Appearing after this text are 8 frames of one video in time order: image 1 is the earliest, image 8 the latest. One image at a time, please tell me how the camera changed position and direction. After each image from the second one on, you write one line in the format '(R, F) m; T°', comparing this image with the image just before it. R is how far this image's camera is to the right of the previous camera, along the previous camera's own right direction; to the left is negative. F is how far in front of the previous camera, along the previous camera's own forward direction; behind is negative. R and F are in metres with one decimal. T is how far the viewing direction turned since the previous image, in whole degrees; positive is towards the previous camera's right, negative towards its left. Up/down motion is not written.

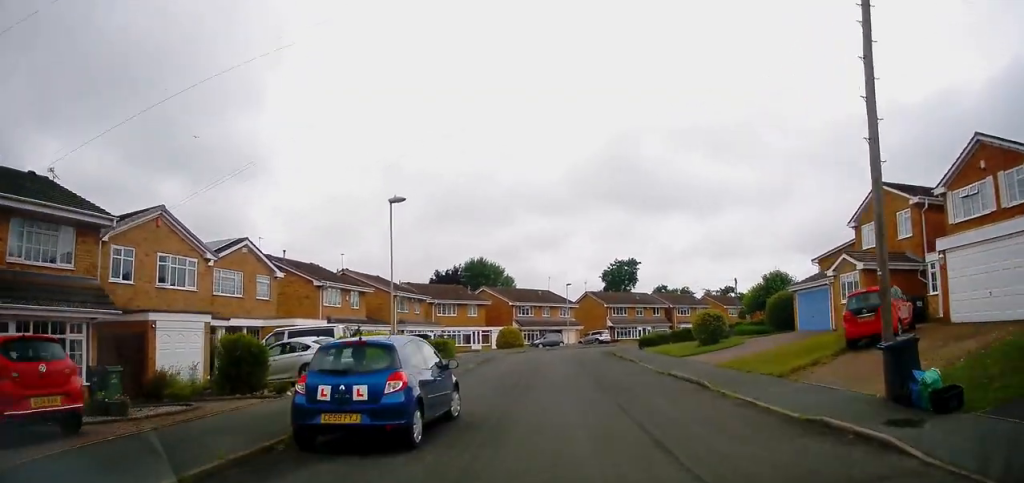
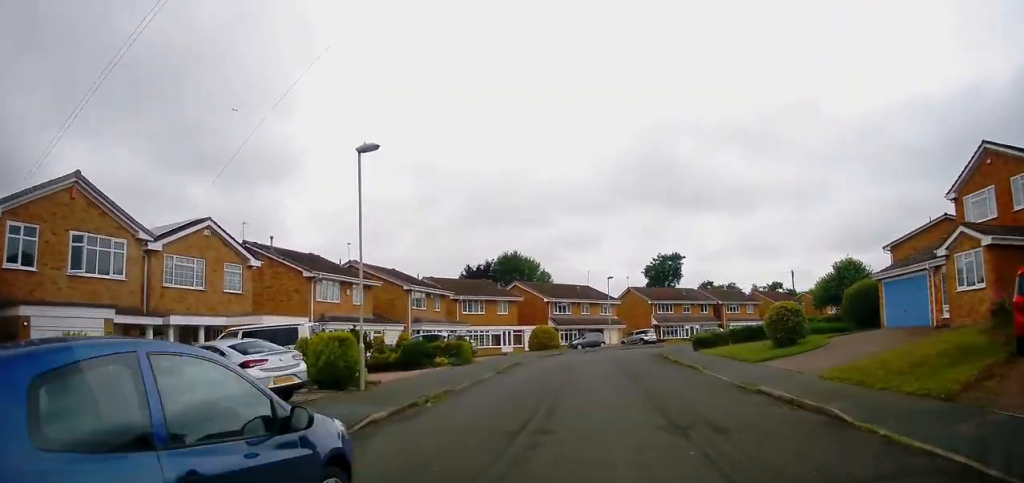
(0.0, +6.4) m; -3°
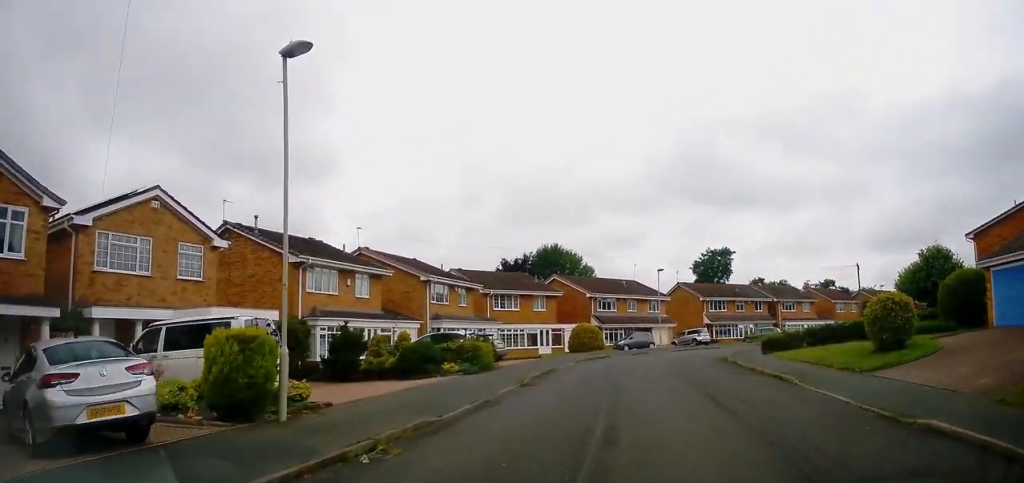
(-0.2, +5.9) m; 0°
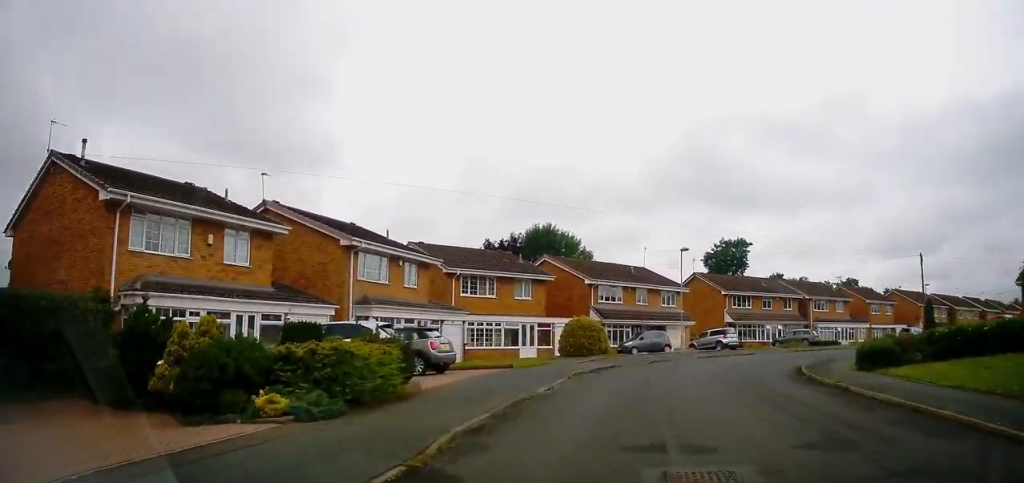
(+0.1, +11.1) m; +1°
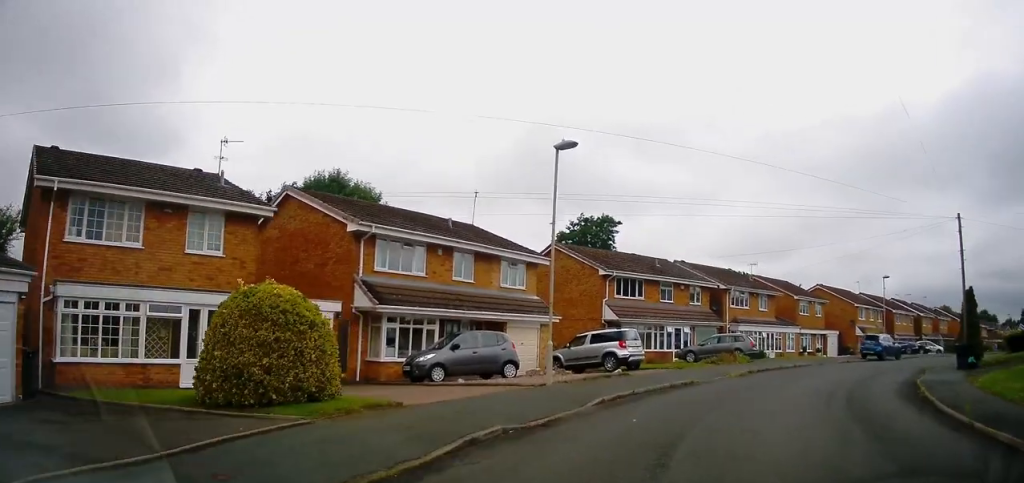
(+1.0, +20.4) m; +13°
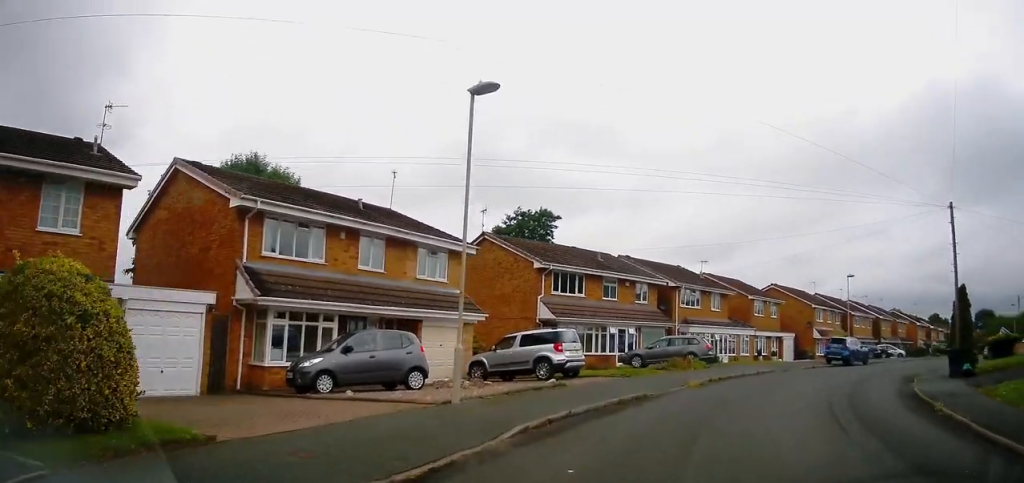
(+0.1, +3.7) m; +6°
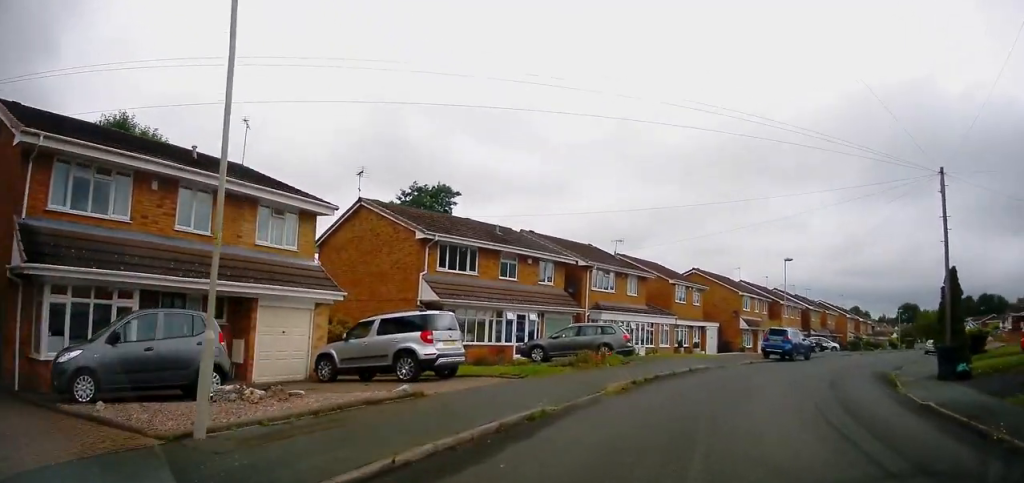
(+0.4, +5.2) m; +9°
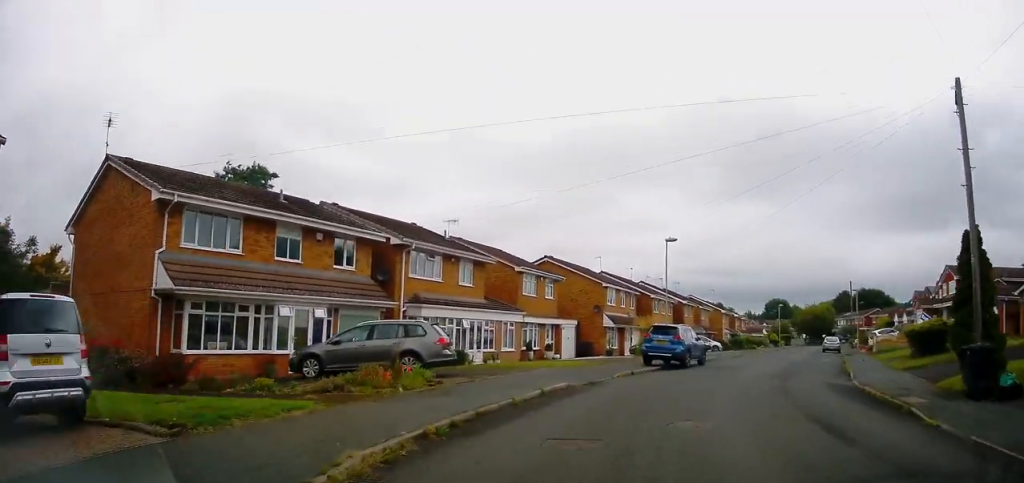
(+1.2, +8.0) m; +14°
